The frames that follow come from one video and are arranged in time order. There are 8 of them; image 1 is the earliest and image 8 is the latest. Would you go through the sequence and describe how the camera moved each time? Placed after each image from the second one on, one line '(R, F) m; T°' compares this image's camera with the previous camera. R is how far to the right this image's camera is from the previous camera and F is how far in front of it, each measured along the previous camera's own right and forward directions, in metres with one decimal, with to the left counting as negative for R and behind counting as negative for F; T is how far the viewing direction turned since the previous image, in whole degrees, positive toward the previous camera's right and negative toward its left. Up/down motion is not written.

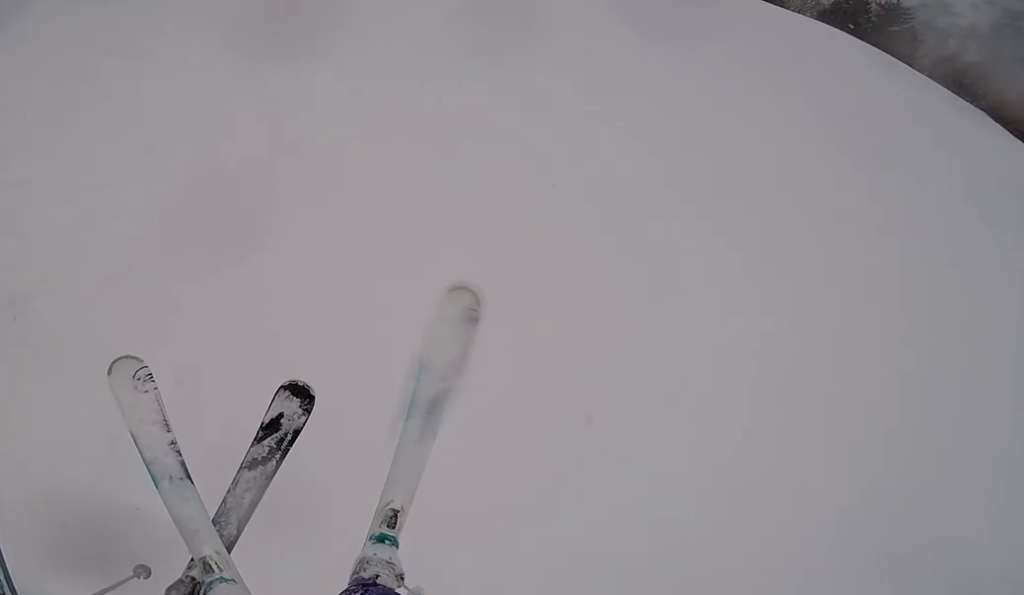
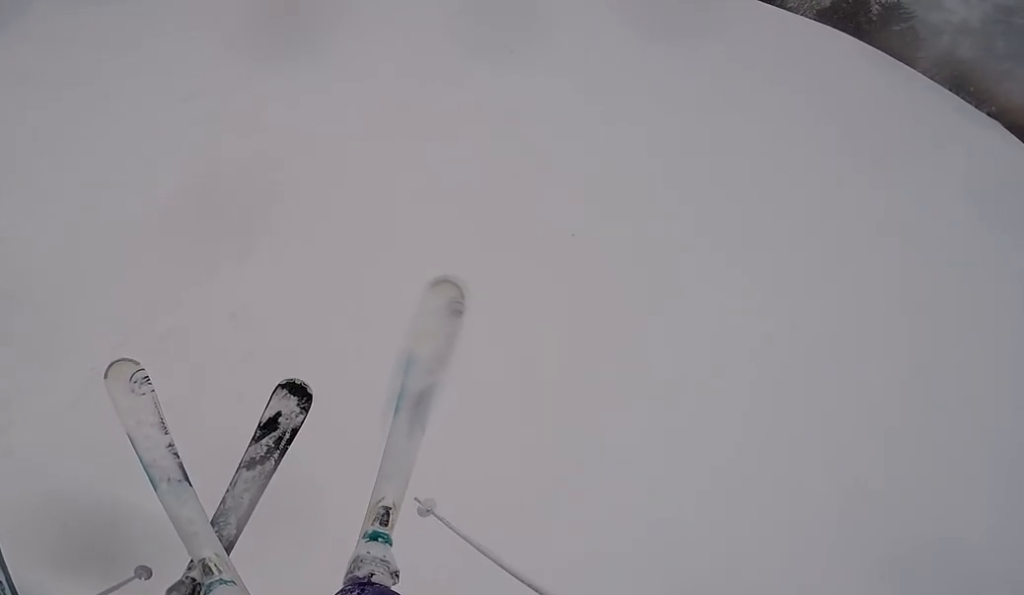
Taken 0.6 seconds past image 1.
(+0.3, +1.1) m; -1°
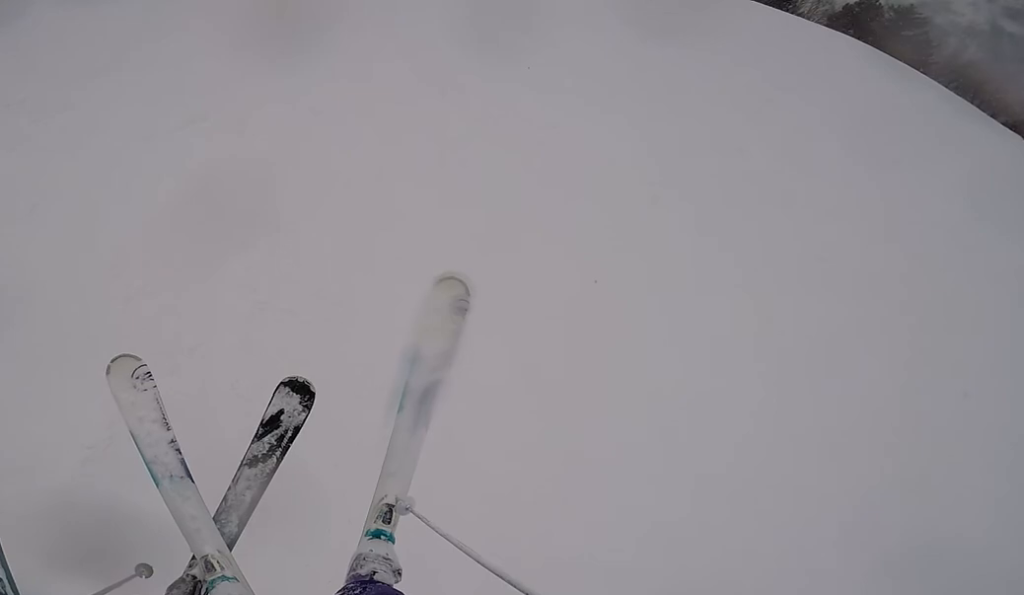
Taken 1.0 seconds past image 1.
(-0.7, +0.9) m; -1°
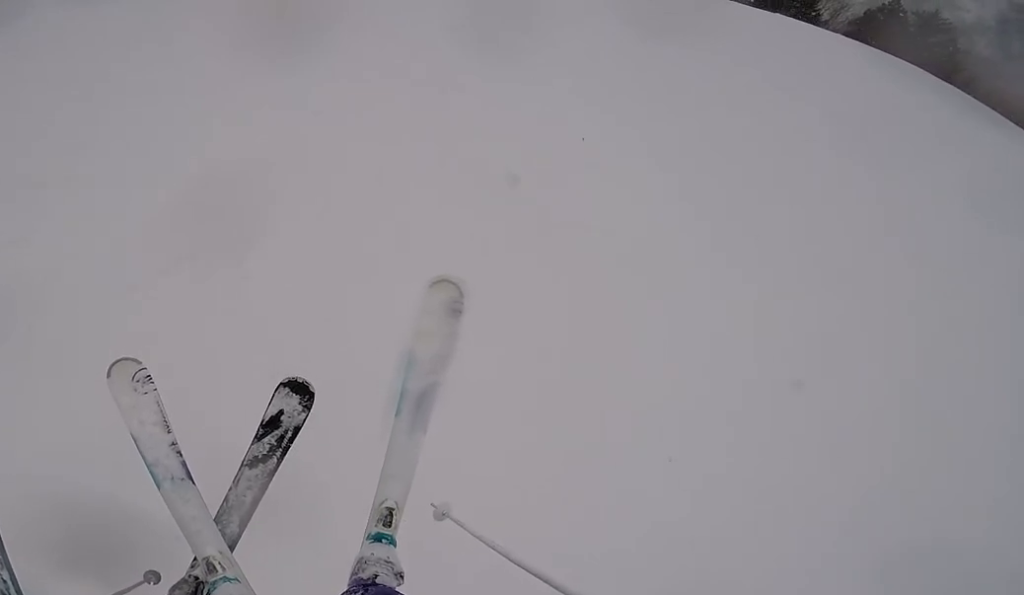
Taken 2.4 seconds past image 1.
(+1.0, +2.4) m; +5°
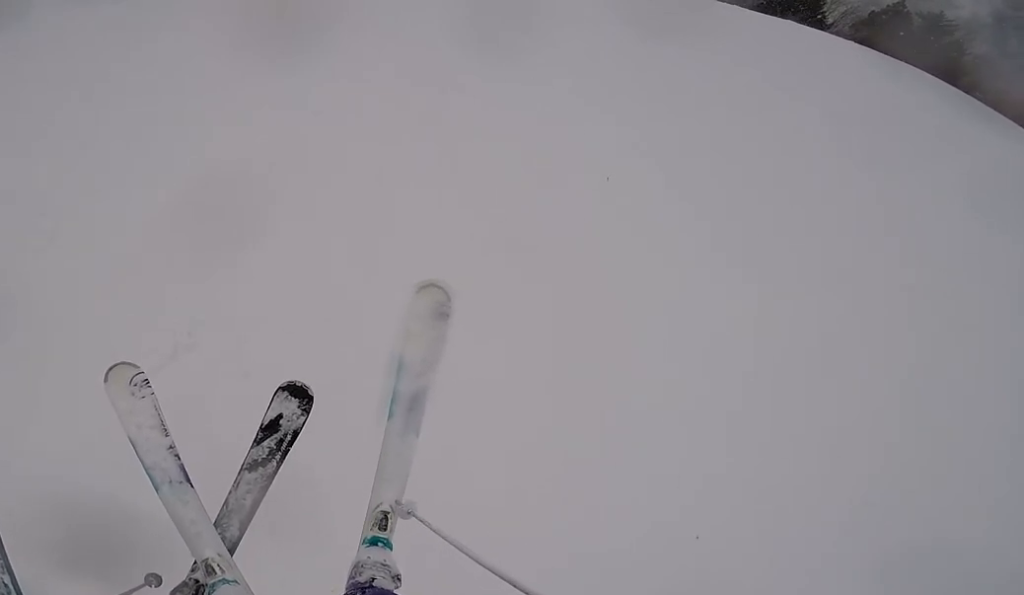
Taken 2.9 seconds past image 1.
(-0.8, +1.1) m; -6°
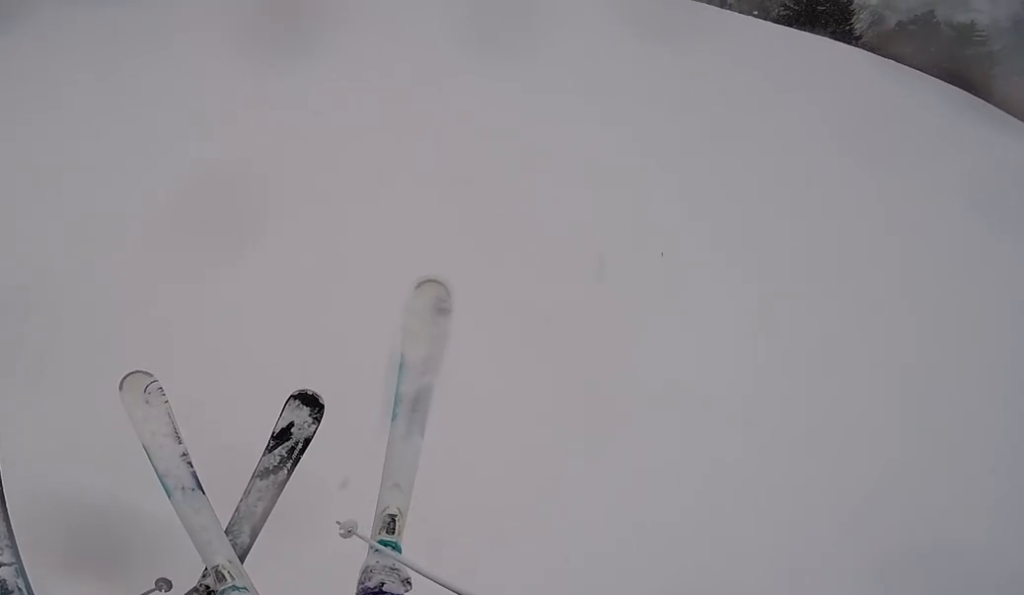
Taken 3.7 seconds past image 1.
(-0.2, +1.4) m; +5°
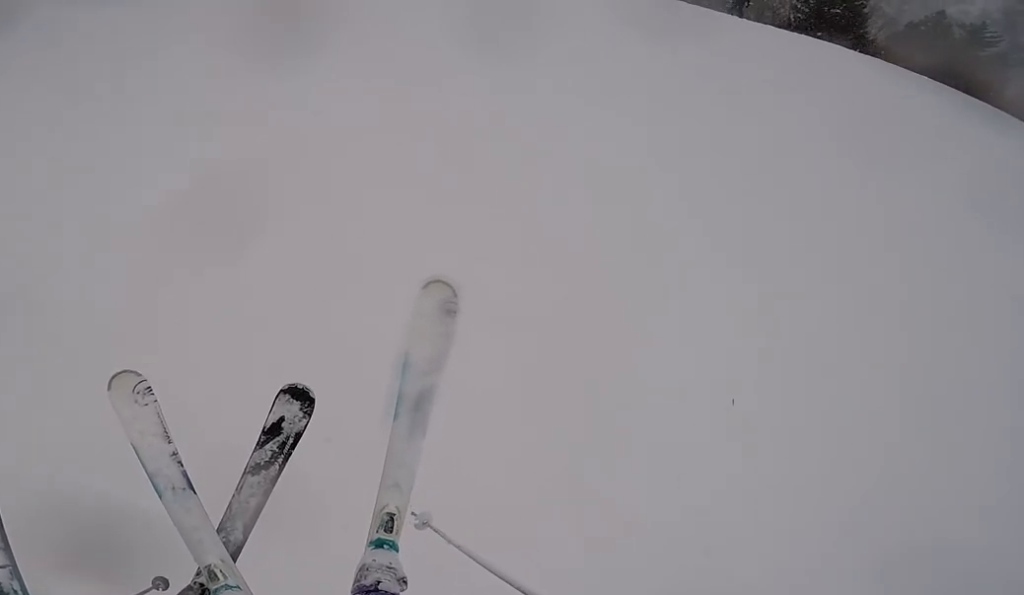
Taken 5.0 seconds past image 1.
(+0.8, +2.2) m; +12°
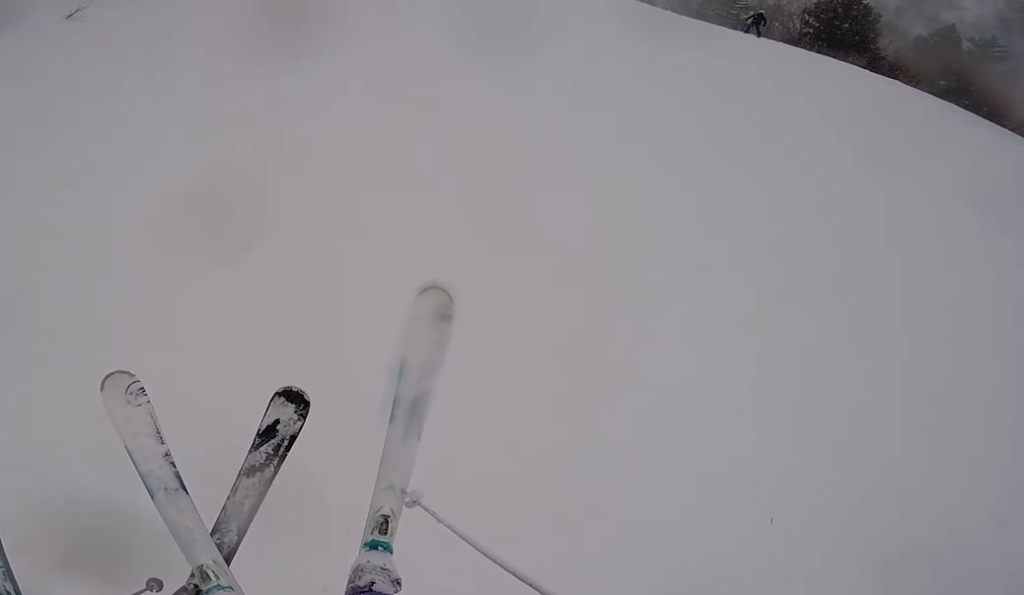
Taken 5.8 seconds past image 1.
(-0.2, +1.7) m; -10°
